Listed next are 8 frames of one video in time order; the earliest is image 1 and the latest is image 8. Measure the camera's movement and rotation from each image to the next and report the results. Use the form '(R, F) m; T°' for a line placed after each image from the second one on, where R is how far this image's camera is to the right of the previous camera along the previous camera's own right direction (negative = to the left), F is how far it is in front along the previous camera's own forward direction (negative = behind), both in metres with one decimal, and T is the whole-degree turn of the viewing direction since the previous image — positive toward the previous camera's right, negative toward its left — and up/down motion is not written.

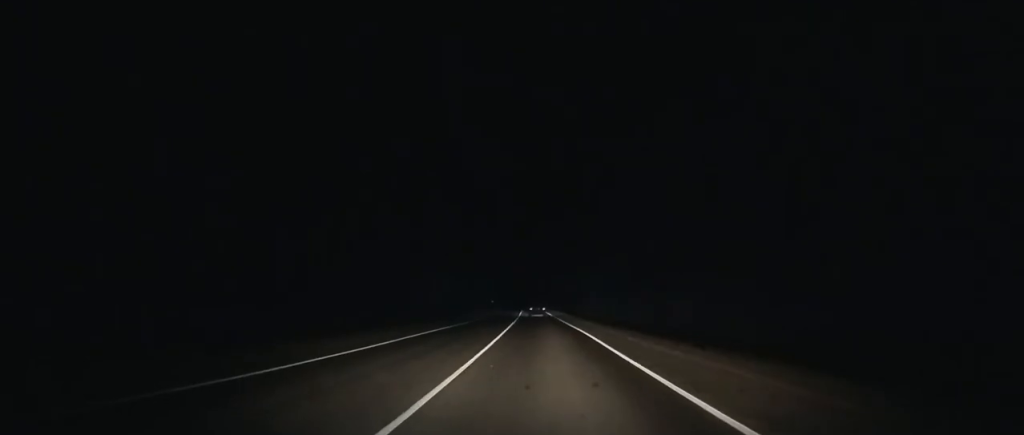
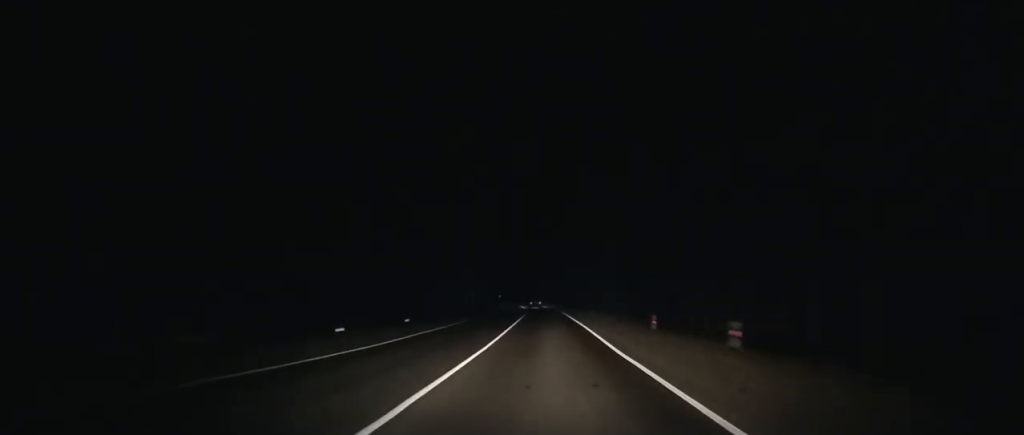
(-1.7, +111.2) m; -2°
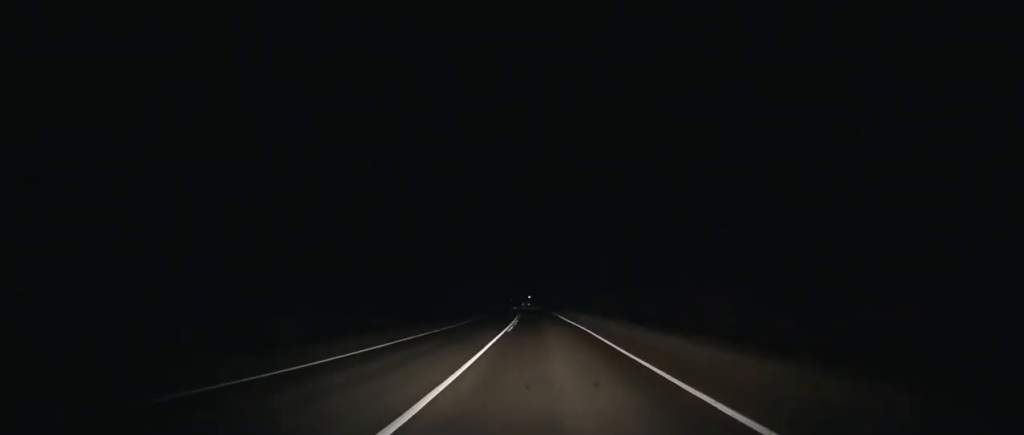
(-2.1, +113.1) m; -3°
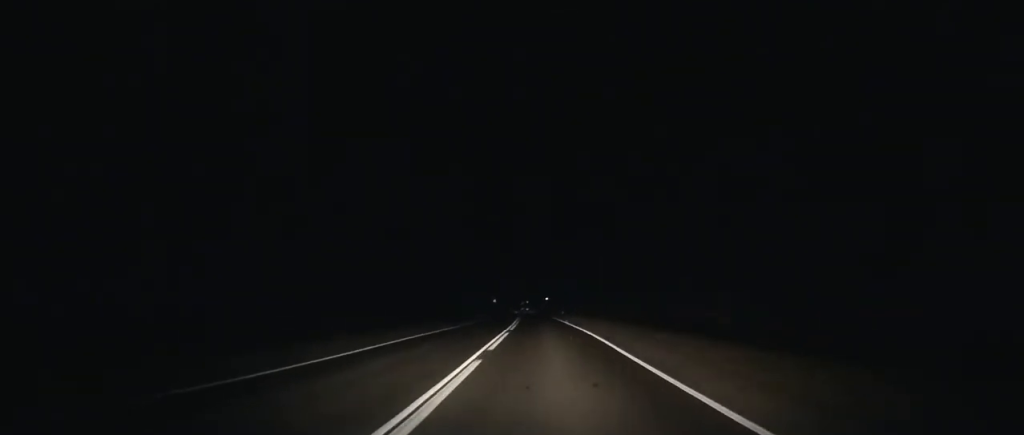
(-1.5, +51.6) m; -2°
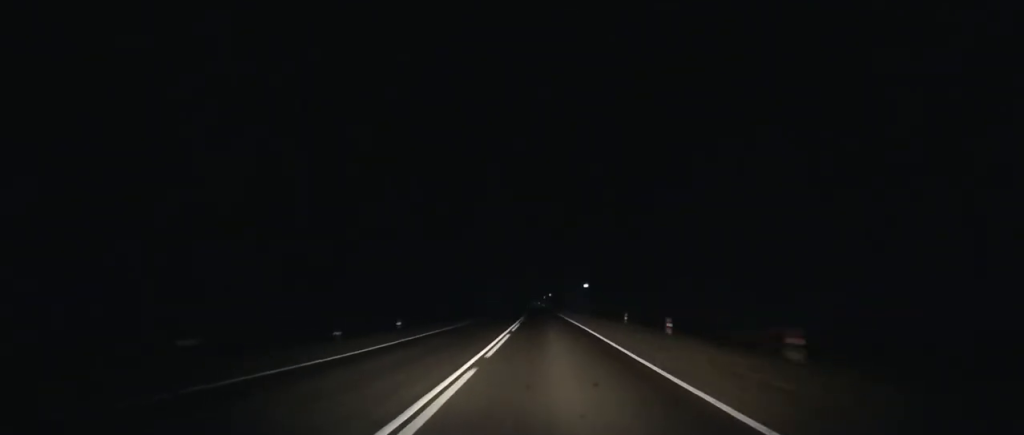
(-1.9, +71.0) m; -3°
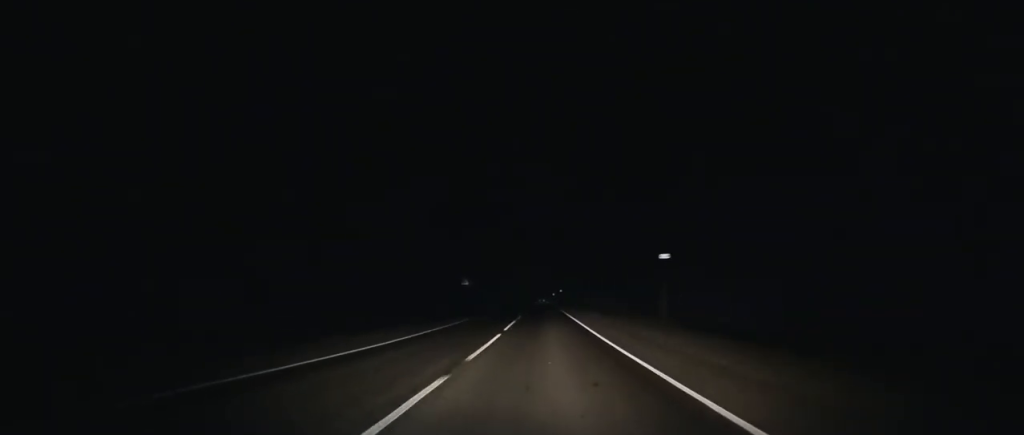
(-0.9, +45.2) m; -1°
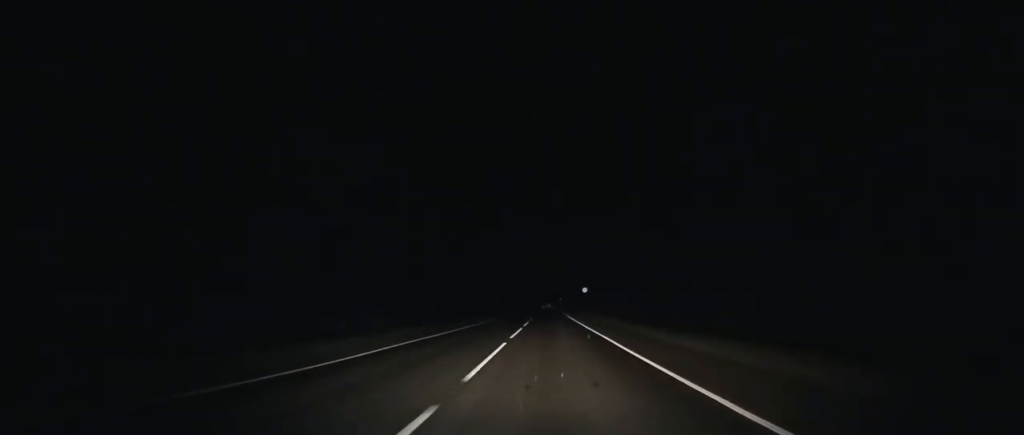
(-1.5, +176.2) m; 0°
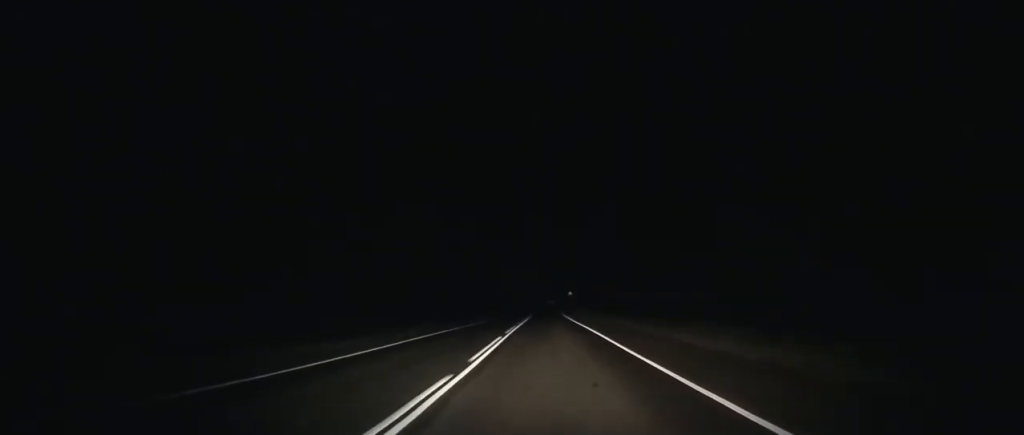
(+0.2, +114.0) m; 0°
